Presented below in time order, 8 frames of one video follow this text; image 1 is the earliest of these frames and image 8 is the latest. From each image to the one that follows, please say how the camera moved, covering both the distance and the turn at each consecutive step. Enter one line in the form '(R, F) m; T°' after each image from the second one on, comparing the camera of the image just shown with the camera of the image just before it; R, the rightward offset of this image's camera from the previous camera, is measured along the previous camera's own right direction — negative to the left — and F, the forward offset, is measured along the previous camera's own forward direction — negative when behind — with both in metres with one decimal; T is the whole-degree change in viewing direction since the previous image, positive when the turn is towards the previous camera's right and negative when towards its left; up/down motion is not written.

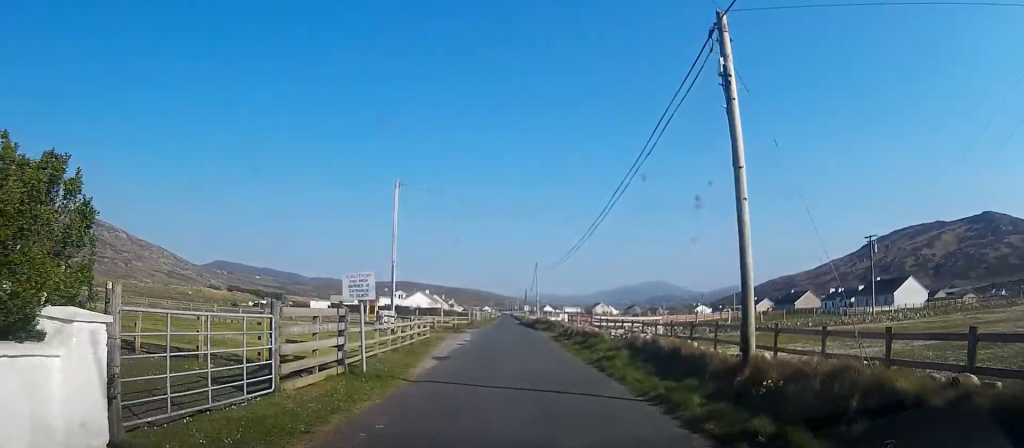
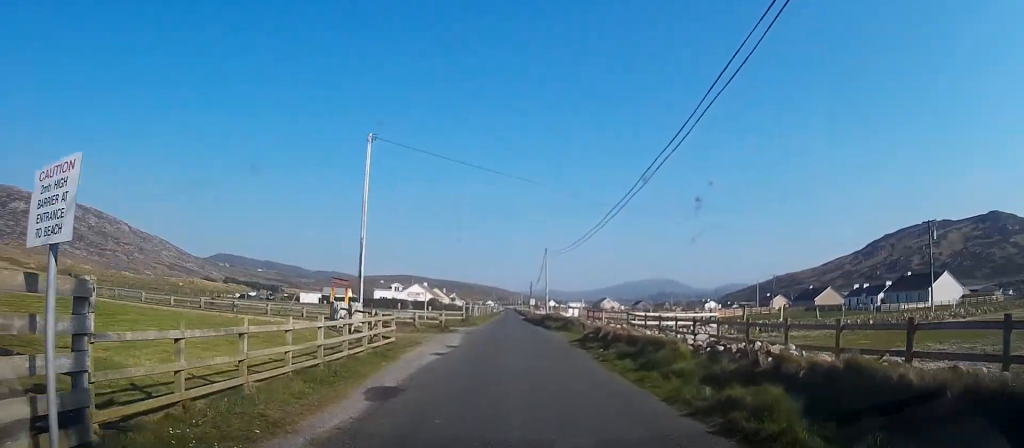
(-0.5, +9.7) m; -4°
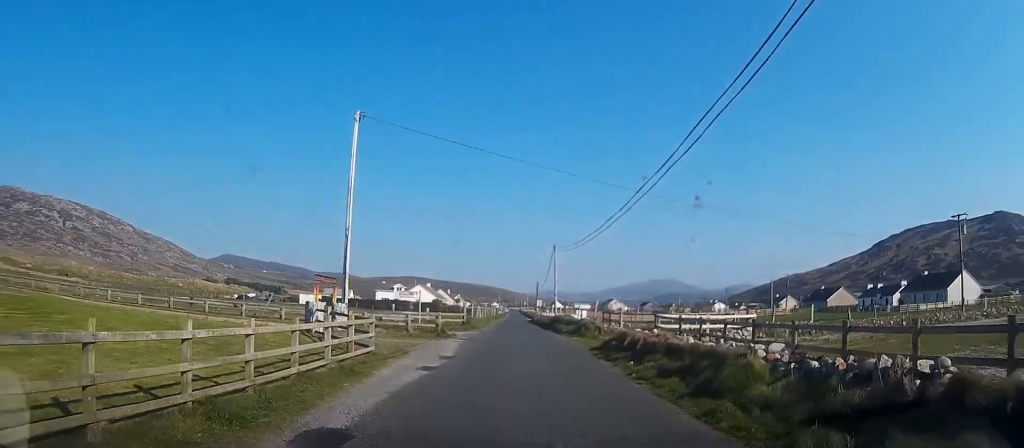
(-0.2, +3.8) m; 0°
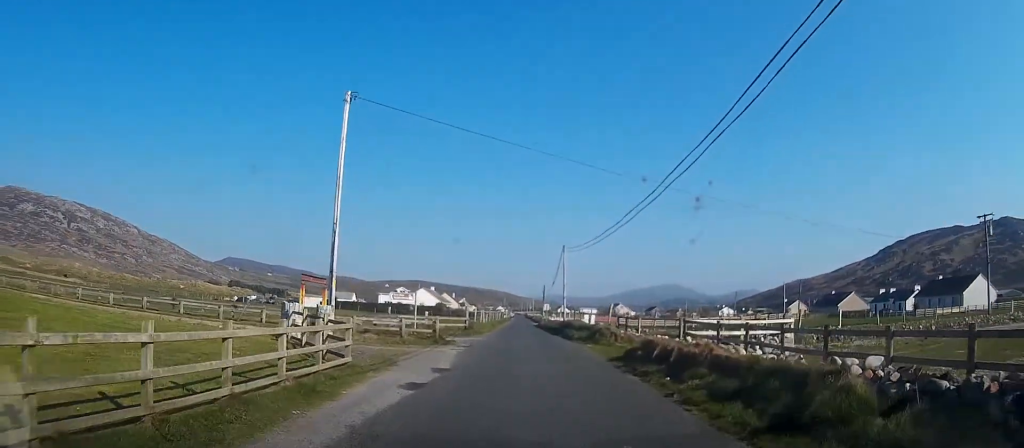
(+0.1, +2.8) m; +1°
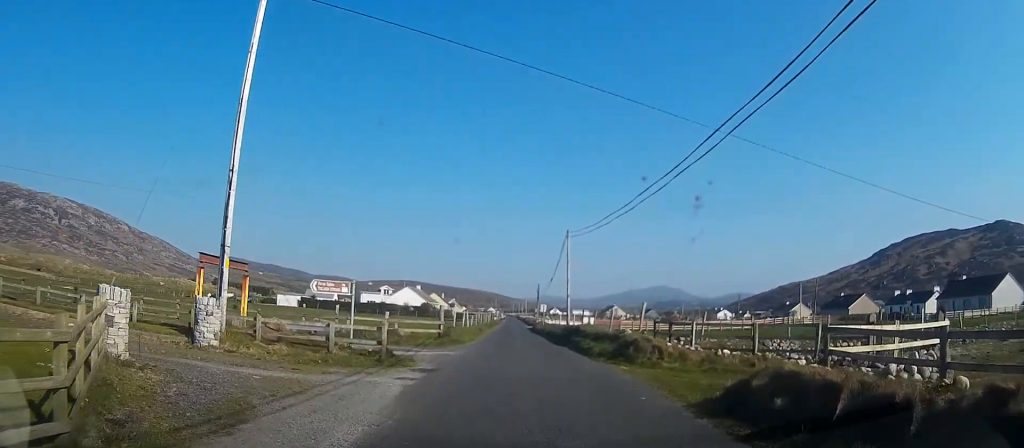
(+0.2, +8.6) m; +1°
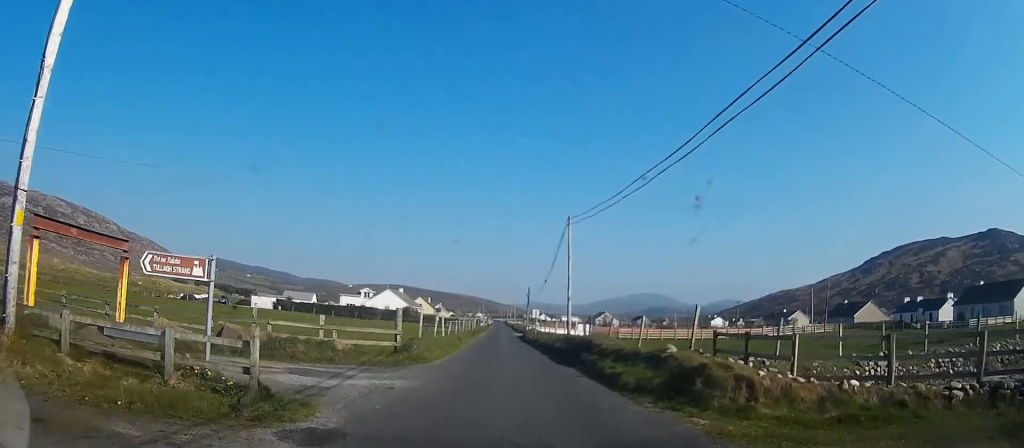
(0.0, +7.2) m; 0°
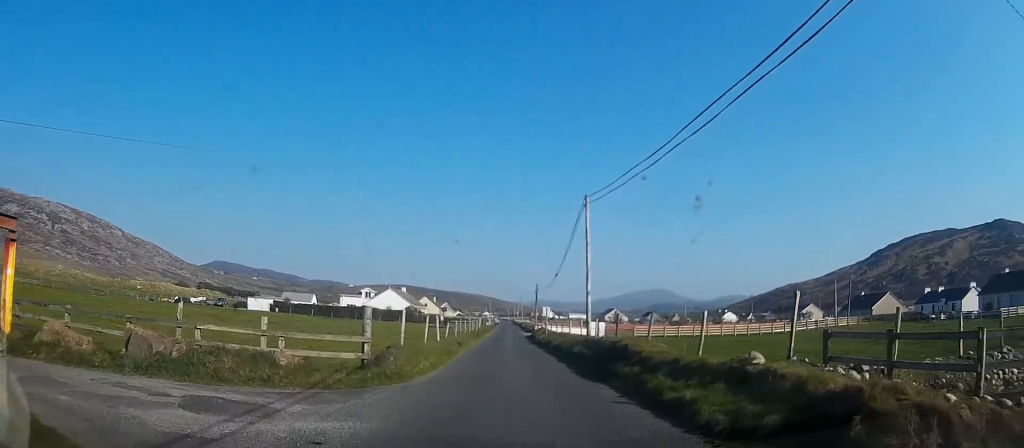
(0.0, +4.7) m; 0°
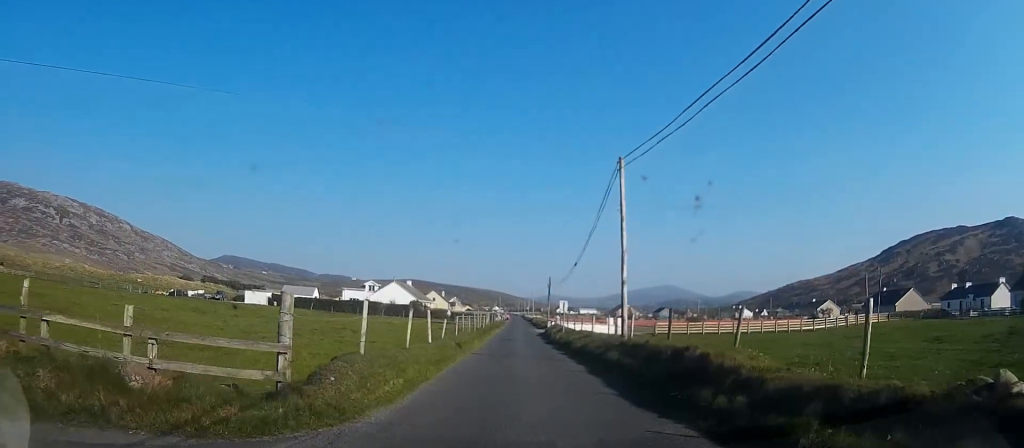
(+0.1, +5.4) m; -1°
